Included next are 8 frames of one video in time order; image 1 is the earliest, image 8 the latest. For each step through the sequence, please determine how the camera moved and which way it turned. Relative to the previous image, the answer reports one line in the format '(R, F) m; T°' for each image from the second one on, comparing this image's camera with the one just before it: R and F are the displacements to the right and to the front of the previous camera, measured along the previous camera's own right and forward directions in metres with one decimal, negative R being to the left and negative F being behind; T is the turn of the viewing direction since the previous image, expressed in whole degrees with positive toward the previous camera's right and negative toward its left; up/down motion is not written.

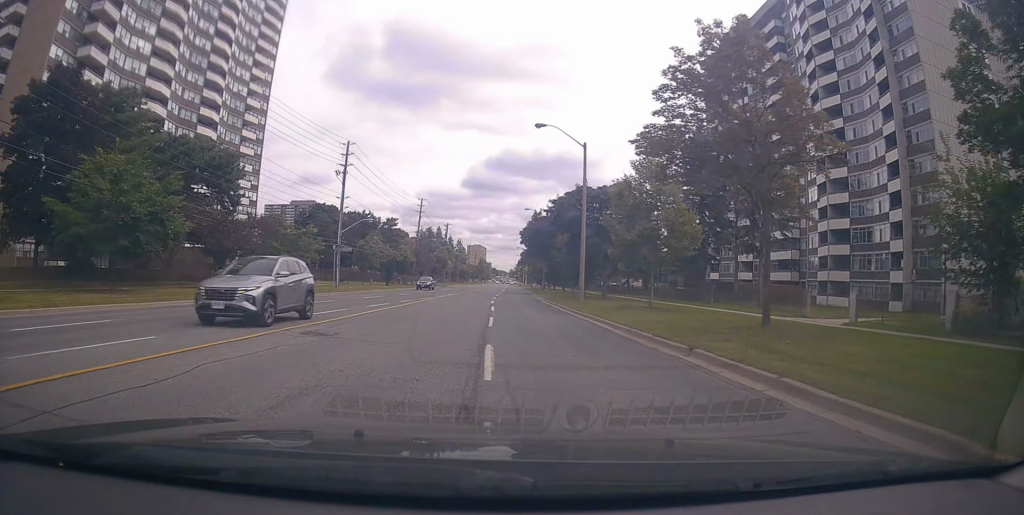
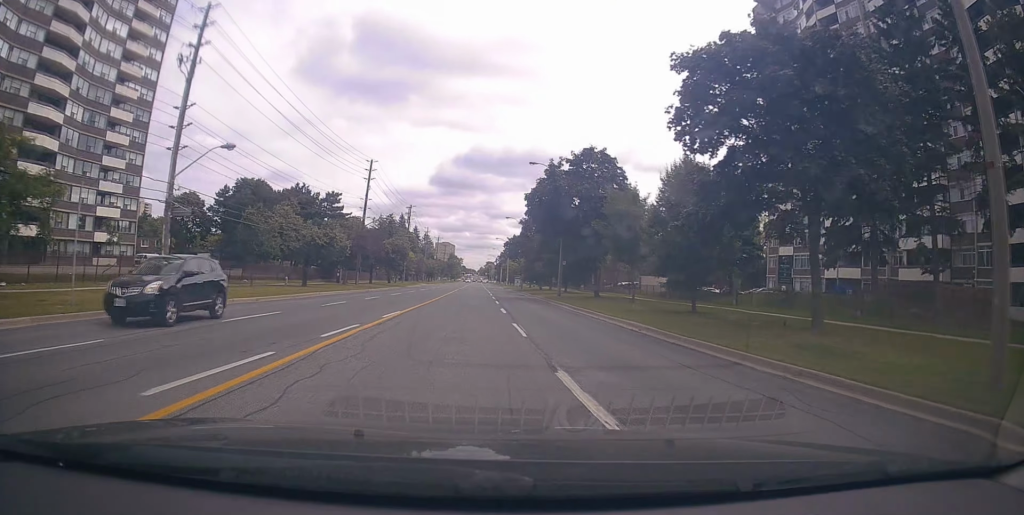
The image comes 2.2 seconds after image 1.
(+1.3, +30.7) m; +3°
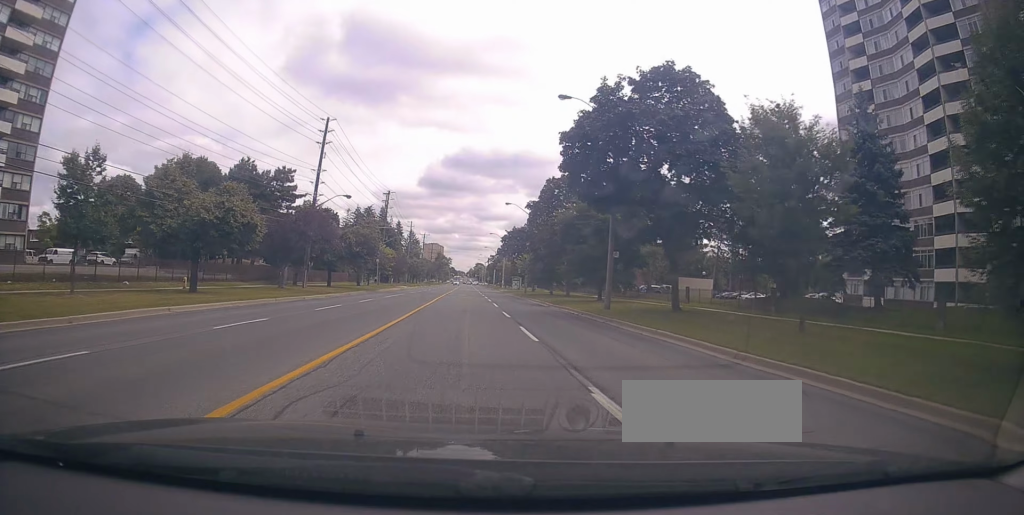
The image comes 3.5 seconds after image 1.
(-0.2, +19.2) m; +2°
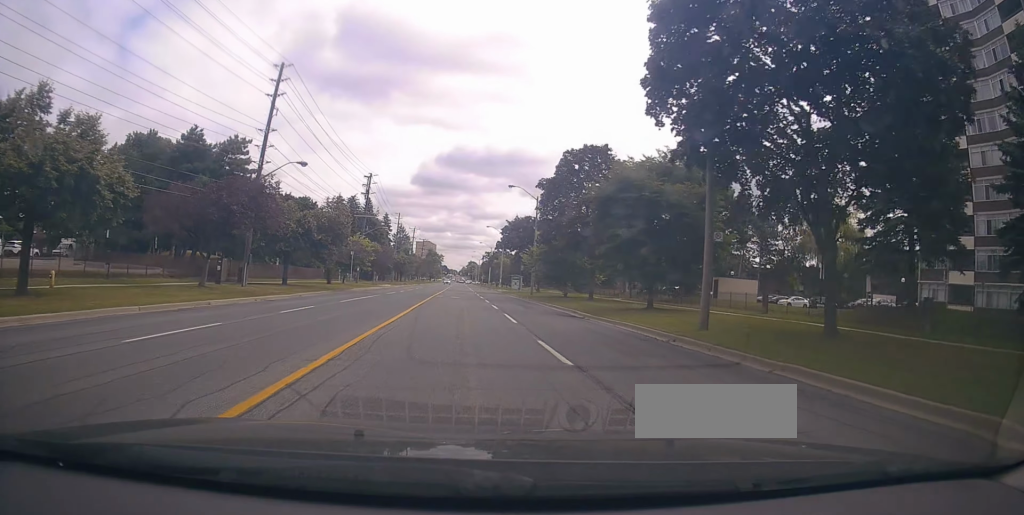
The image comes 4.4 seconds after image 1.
(+0.3, +13.0) m; +1°
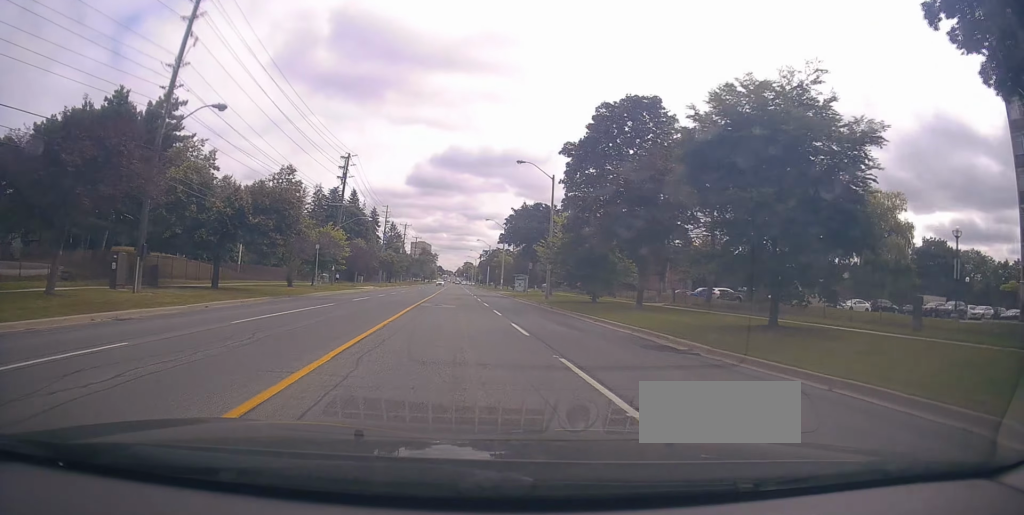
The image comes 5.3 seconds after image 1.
(0.0, +13.0) m; 0°
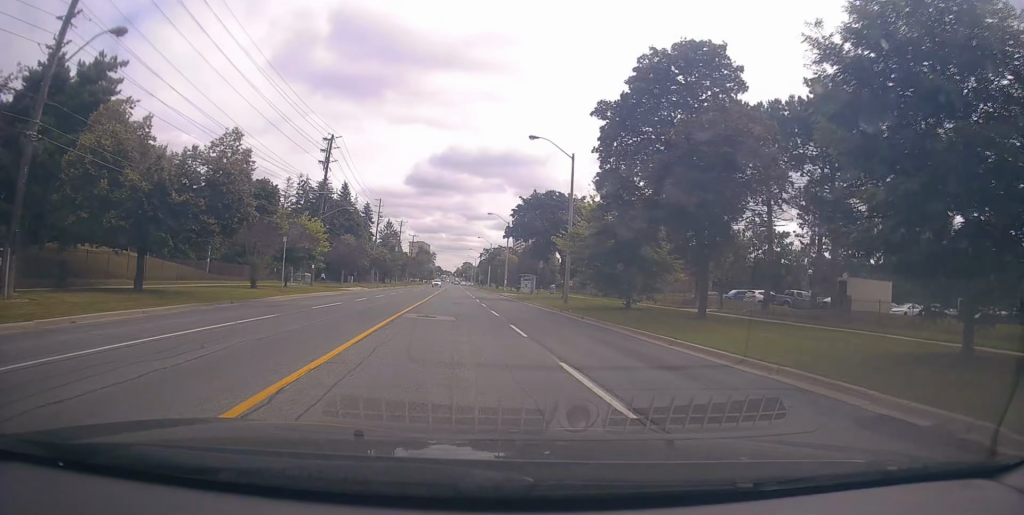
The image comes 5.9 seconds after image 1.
(-0.1, +8.6) m; 0°
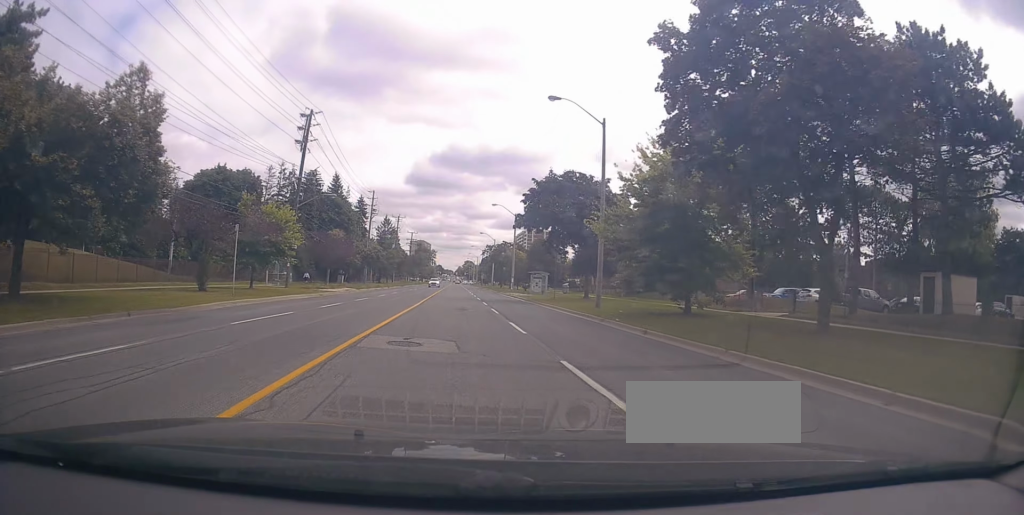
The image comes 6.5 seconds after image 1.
(0.0, +8.7) m; +1°
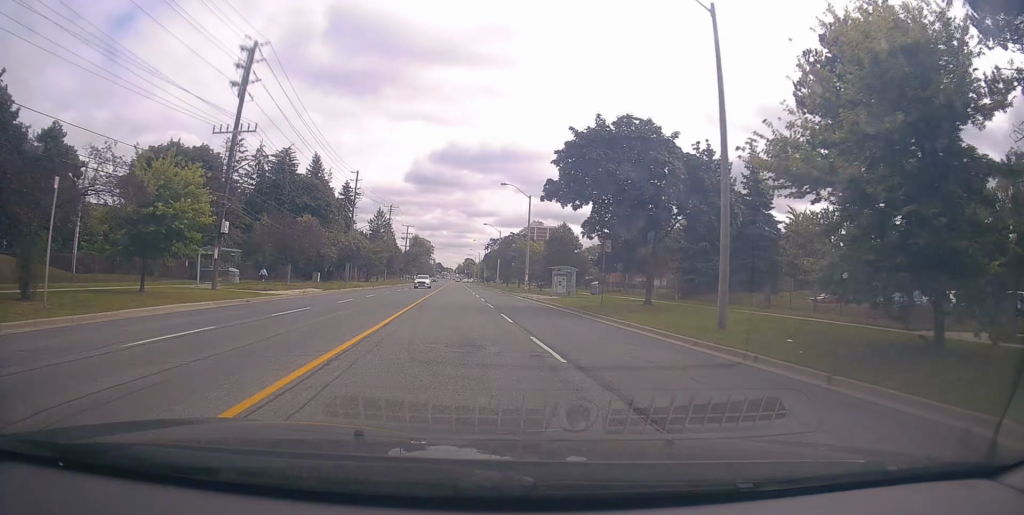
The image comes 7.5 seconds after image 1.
(+0.4, +14.9) m; +2°
